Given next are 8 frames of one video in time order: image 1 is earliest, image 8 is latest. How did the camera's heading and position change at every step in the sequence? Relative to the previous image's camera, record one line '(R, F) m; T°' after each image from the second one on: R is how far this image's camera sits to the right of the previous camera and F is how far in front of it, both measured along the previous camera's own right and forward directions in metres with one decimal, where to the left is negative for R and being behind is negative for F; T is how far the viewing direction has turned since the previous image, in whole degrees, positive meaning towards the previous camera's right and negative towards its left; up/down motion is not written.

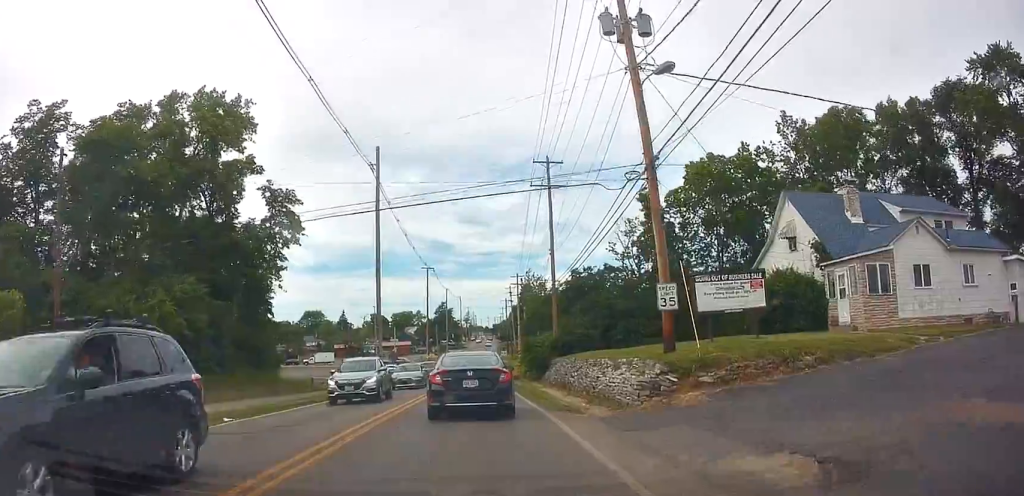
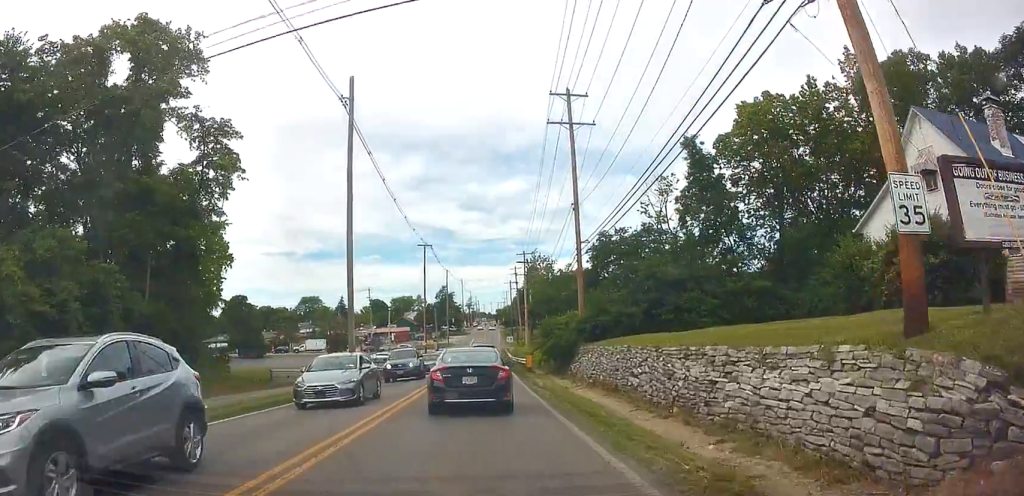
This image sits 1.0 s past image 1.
(+0.1, +12.2) m; 0°
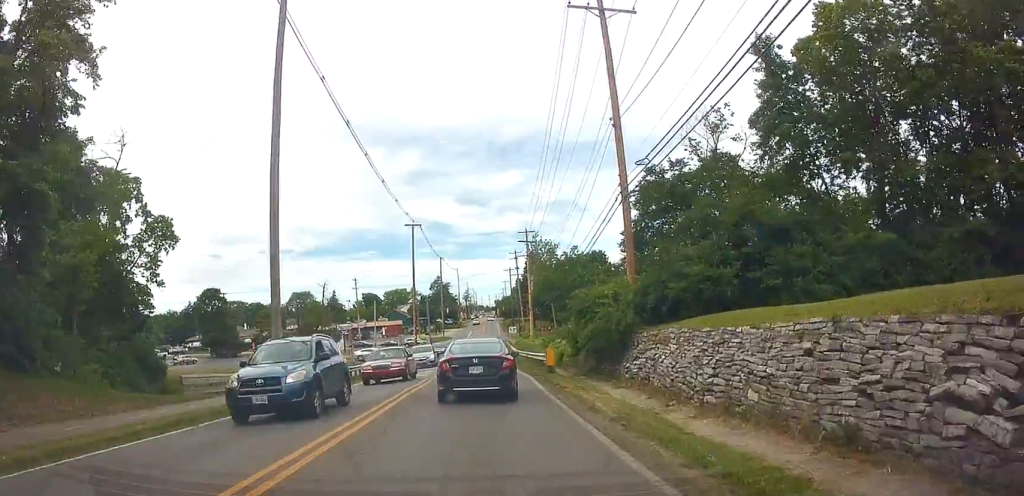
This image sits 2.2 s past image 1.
(-0.1, +13.4) m; 0°
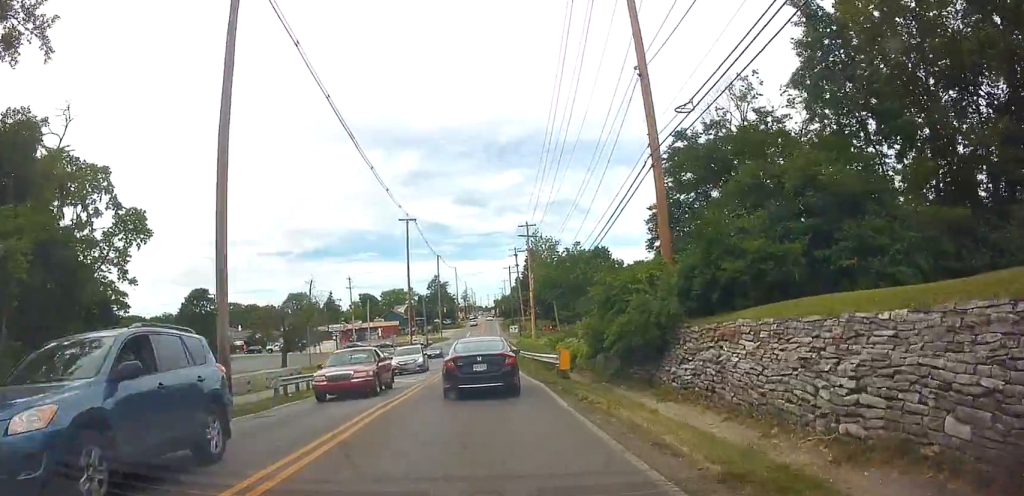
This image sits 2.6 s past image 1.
(+0.2, +5.0) m; 0°
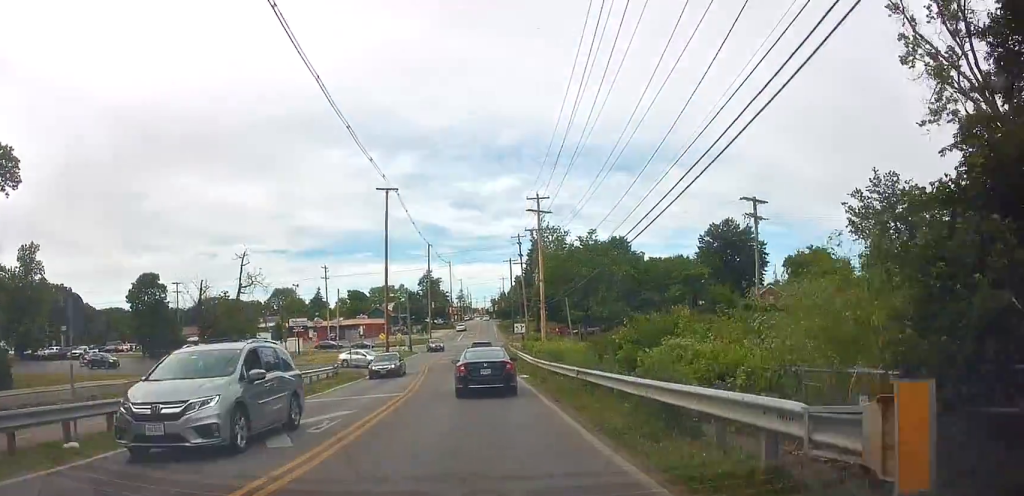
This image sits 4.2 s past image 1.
(-0.1, +18.9) m; 0°
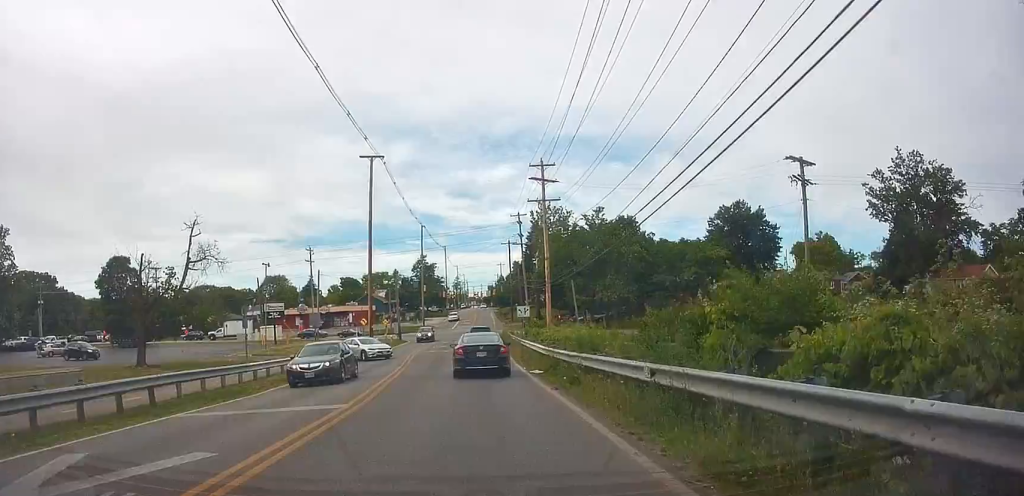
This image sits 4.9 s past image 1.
(+0.2, +8.3) m; 0°
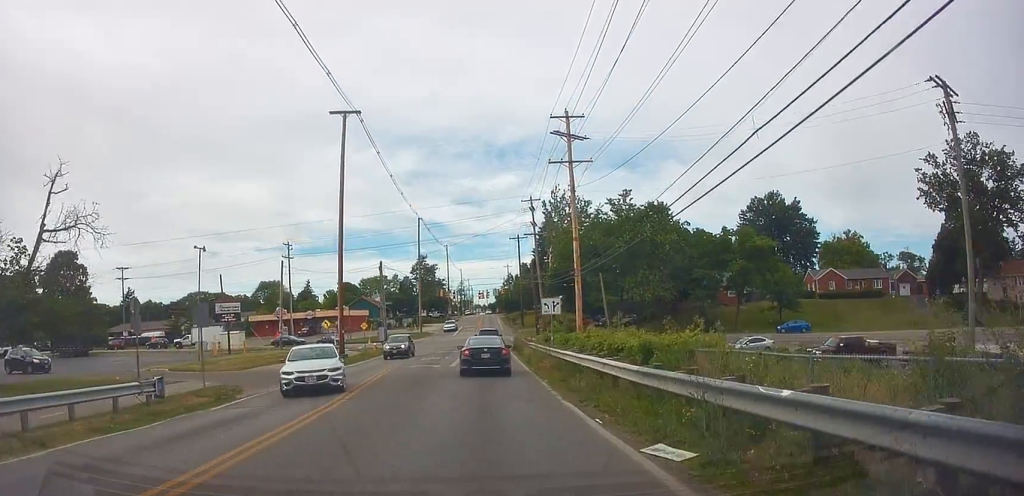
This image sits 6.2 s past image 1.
(-0.4, +14.8) m; -3°
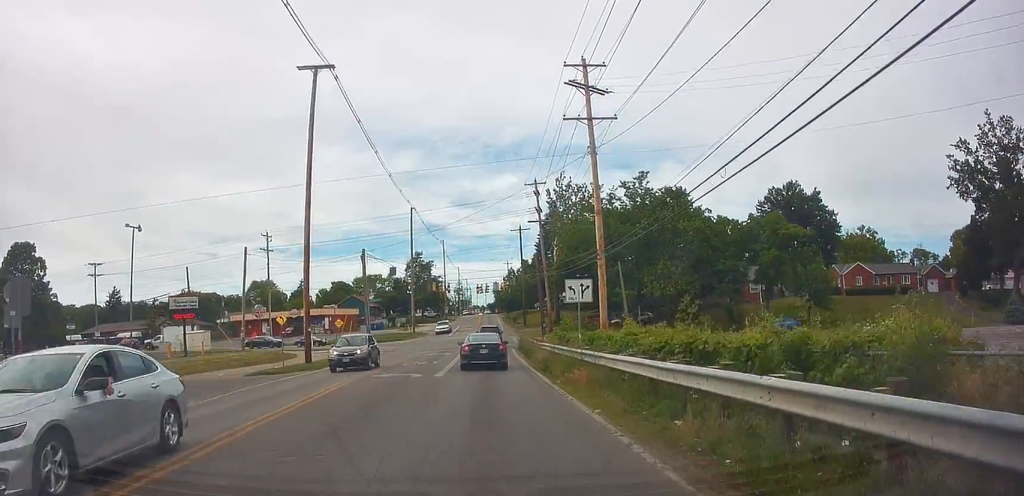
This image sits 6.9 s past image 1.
(0.0, +8.8) m; -1°
